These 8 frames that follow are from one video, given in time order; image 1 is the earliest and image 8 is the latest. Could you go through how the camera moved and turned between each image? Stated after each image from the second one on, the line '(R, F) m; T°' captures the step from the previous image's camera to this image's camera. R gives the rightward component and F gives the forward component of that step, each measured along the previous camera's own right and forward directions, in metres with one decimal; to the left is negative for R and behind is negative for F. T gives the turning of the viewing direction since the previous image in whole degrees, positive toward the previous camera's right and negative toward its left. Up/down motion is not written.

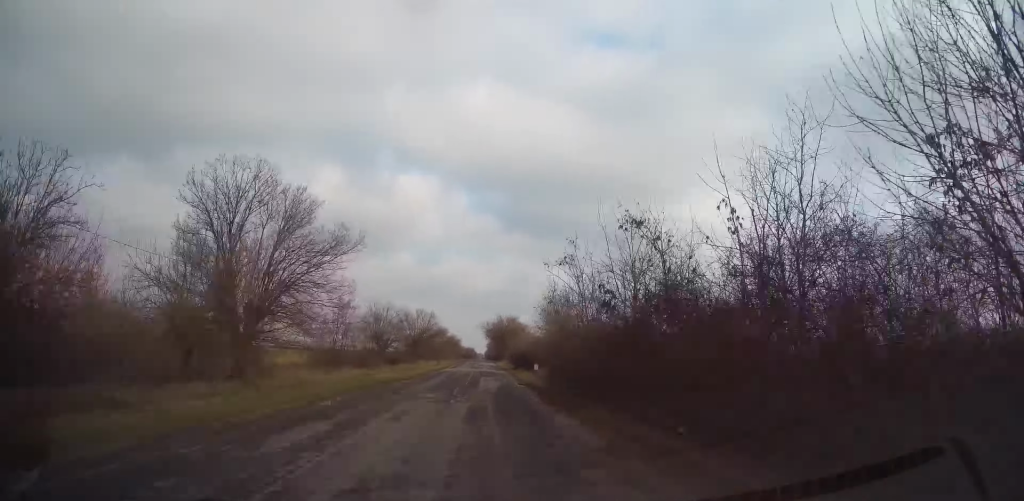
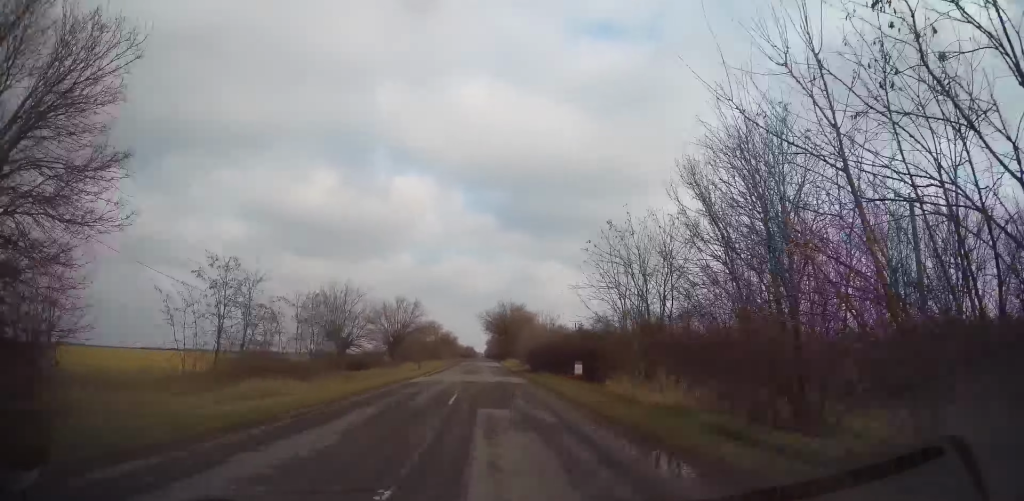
(0.0, +22.3) m; -1°
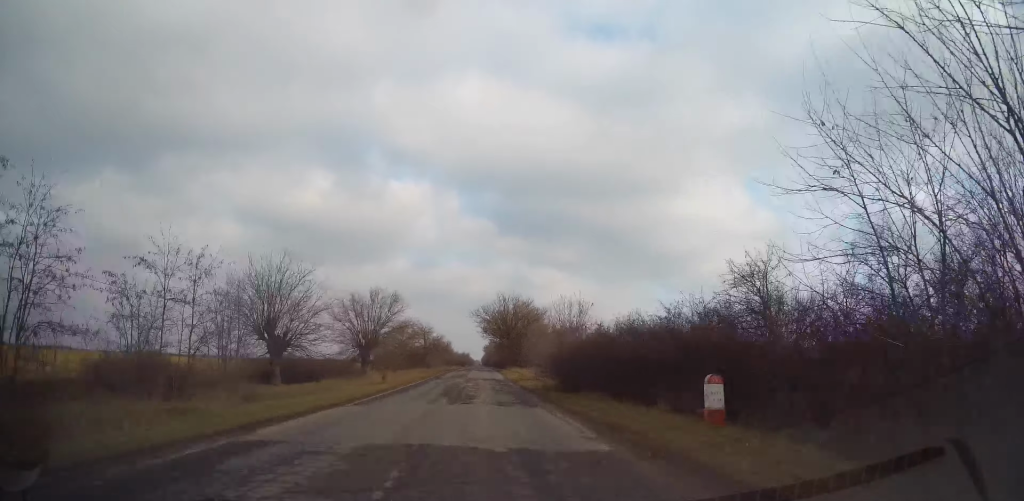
(-0.3, +17.2) m; 0°
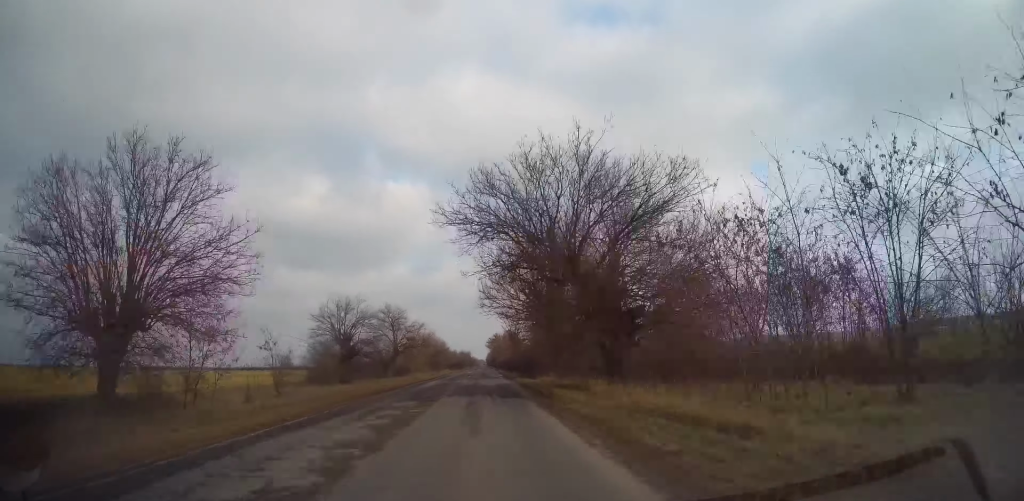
(+0.7, +46.4) m; +1°
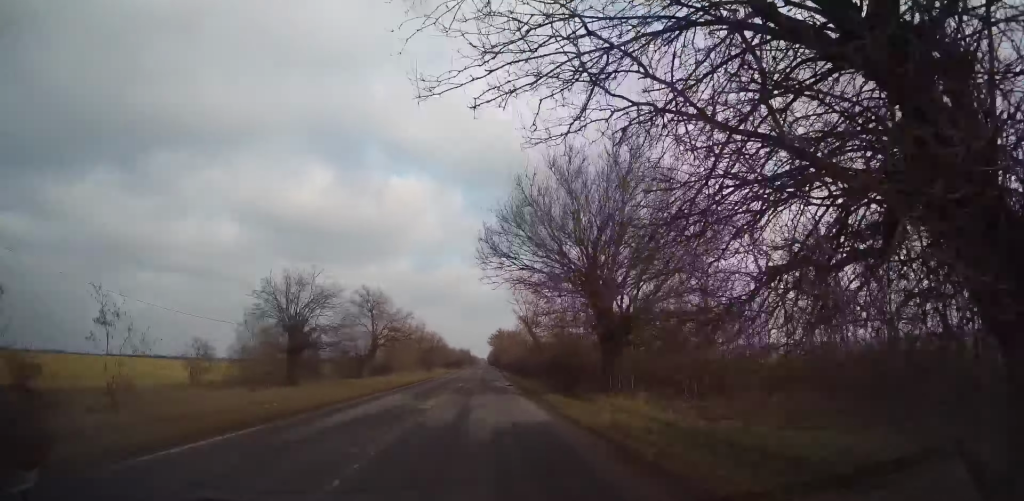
(0.0, +16.4) m; 0°
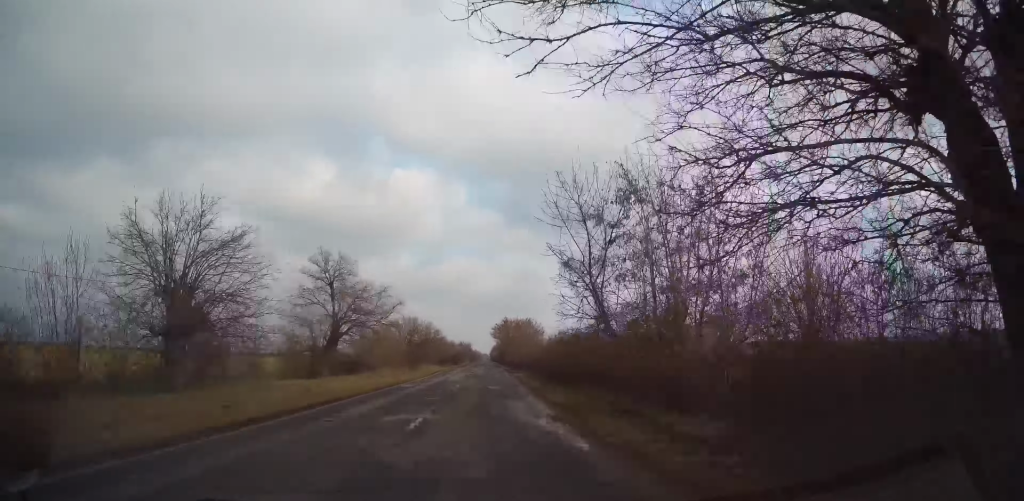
(+0.1, +18.1) m; -1°
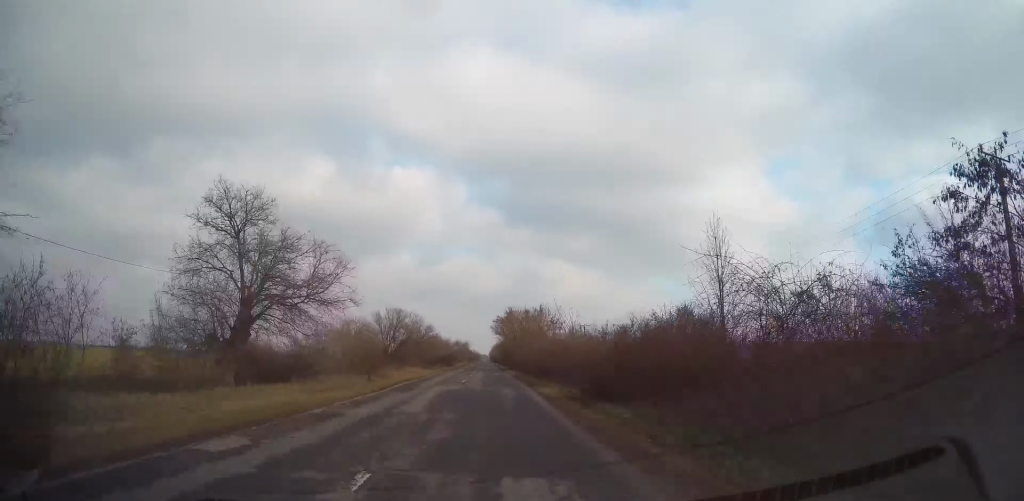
(-0.4, +18.1) m; -1°
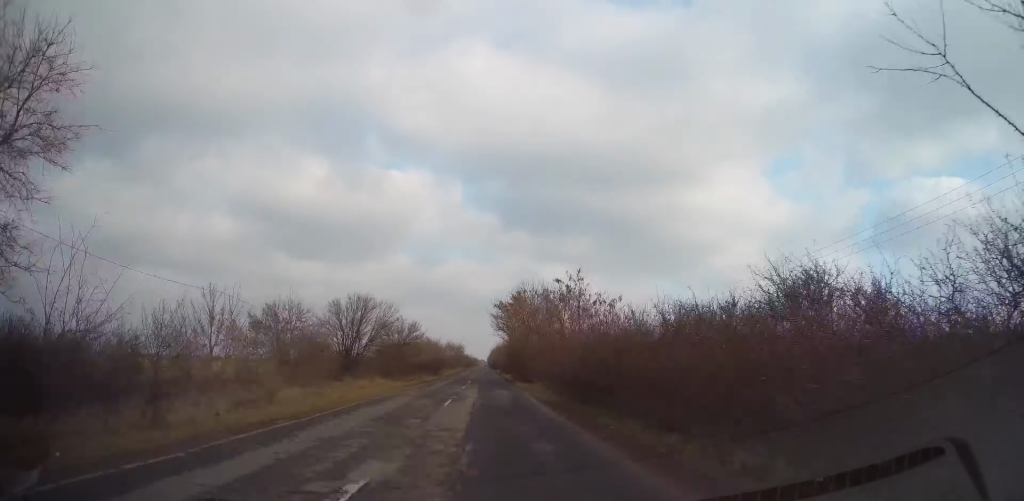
(-0.2, +22.4) m; 0°
